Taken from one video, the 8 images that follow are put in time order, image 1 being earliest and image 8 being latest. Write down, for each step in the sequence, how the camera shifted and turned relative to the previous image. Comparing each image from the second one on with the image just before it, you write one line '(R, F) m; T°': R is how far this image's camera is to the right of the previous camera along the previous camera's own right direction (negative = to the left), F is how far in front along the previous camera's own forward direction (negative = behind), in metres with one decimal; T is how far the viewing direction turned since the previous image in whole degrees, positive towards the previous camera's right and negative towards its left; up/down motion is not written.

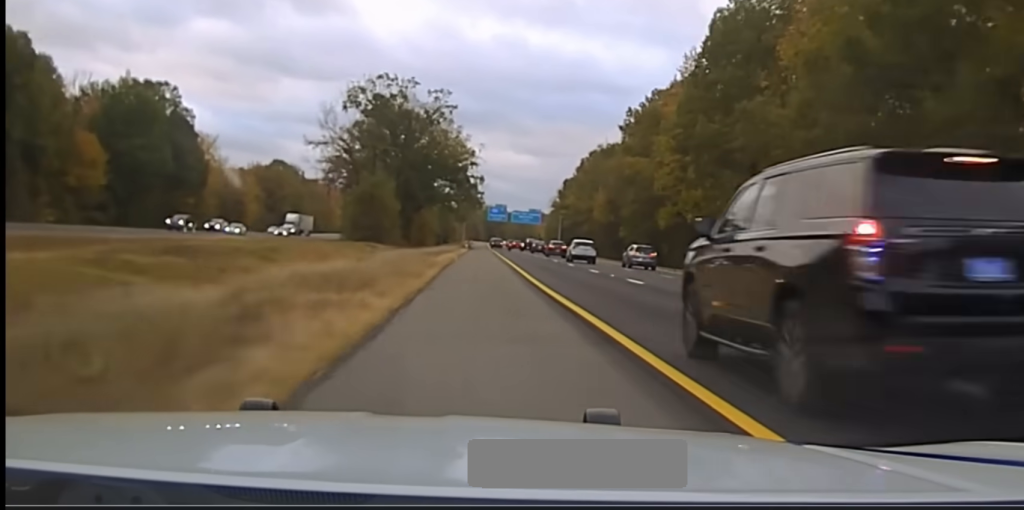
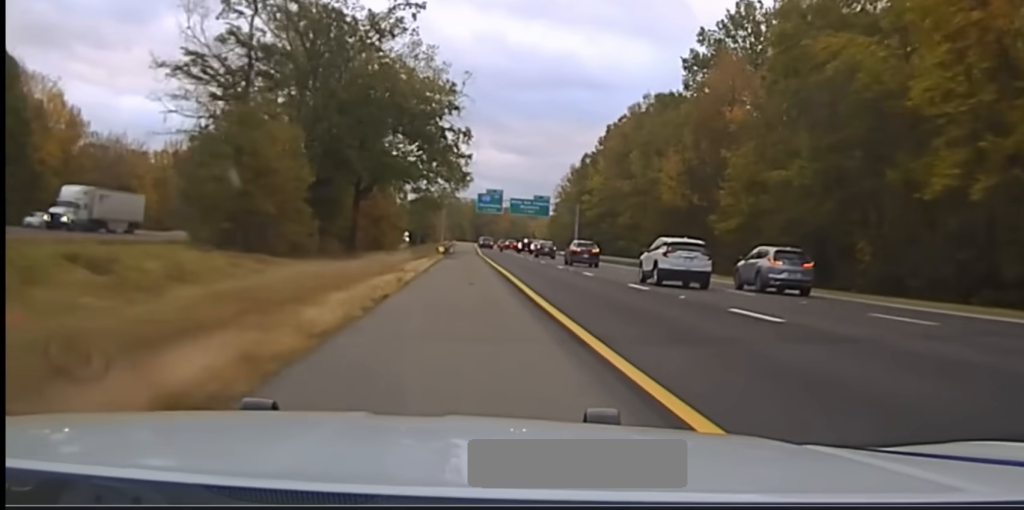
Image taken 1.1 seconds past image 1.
(+0.3, +64.0) m; +1°
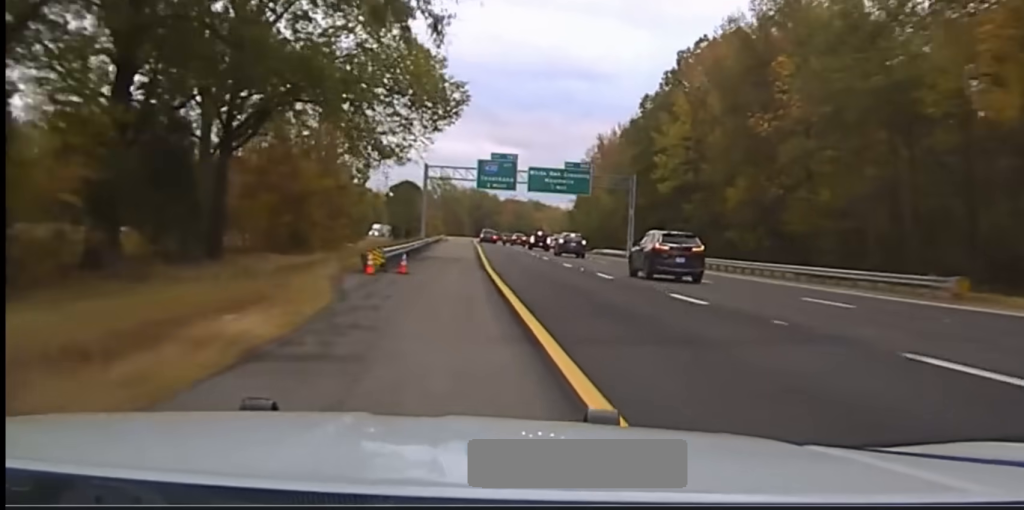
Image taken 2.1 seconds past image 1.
(+0.4, +56.1) m; 0°
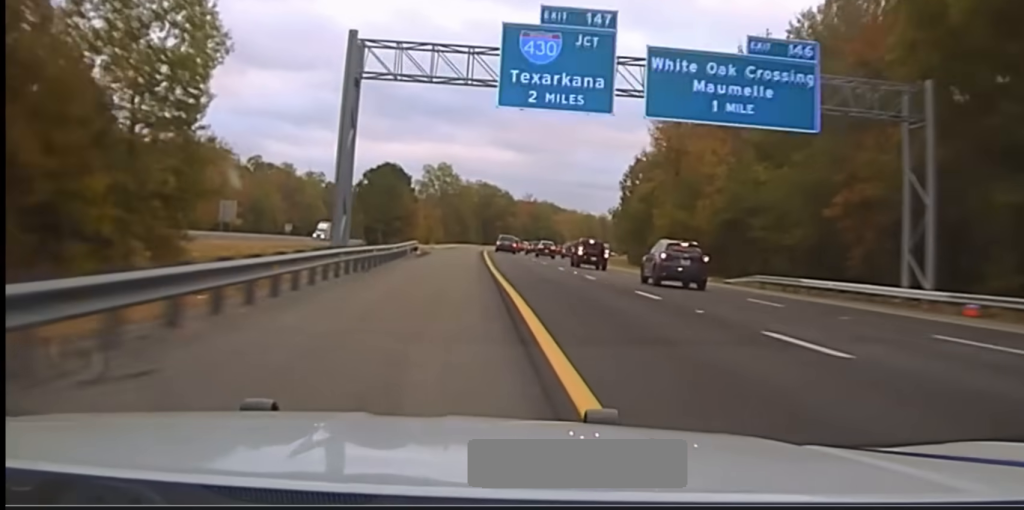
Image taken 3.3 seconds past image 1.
(-0.7, +65.5) m; -1°
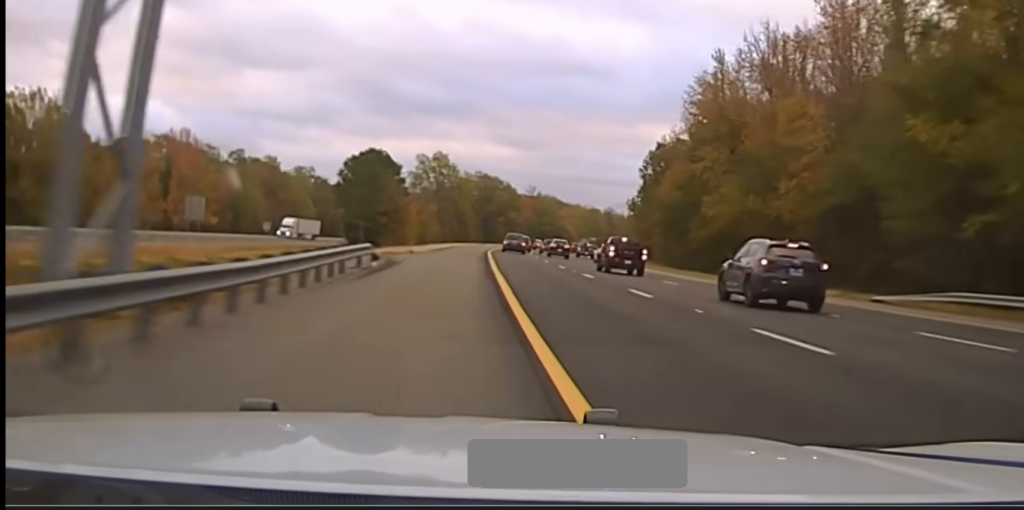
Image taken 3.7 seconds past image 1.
(-0.3, +22.9) m; 0°
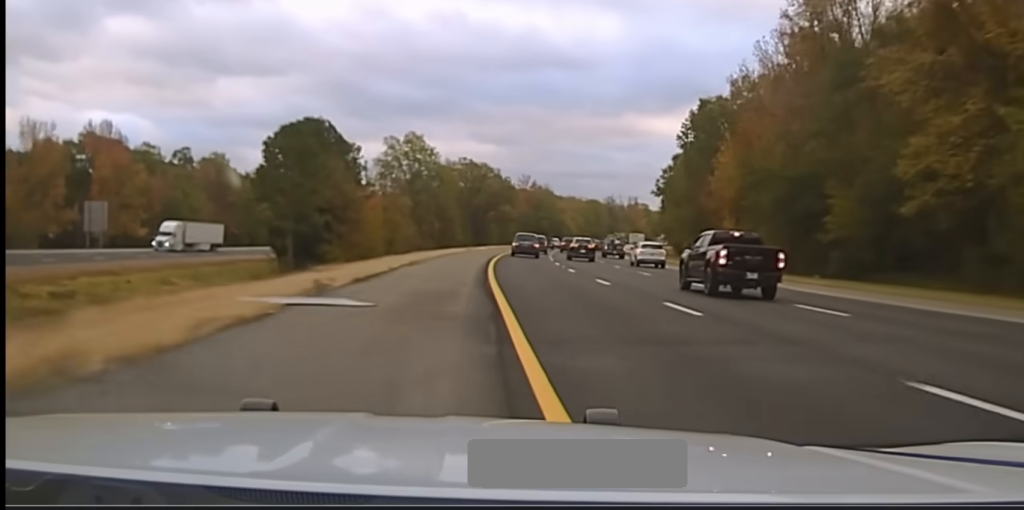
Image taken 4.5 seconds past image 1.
(+0.5, +41.0) m; +2°
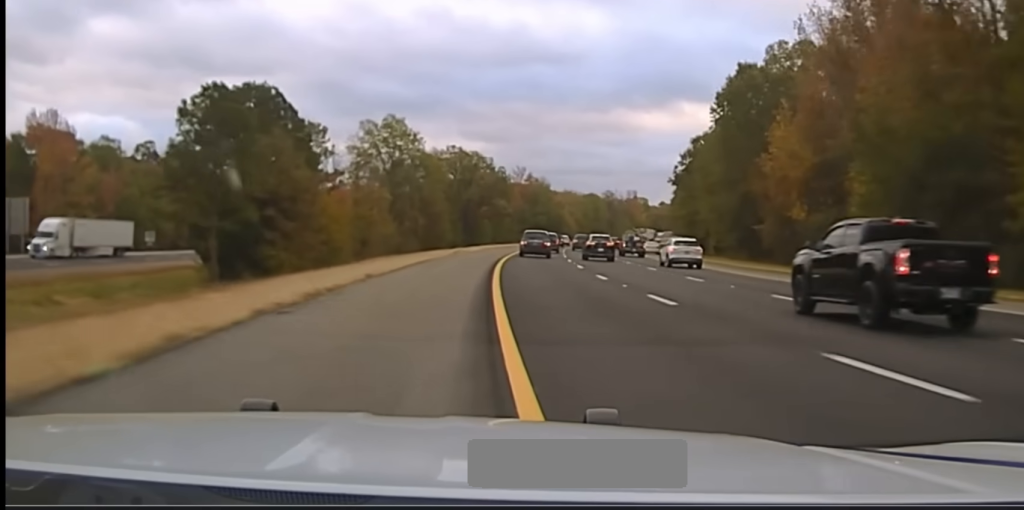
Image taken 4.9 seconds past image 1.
(0.0, +20.4) m; +1°
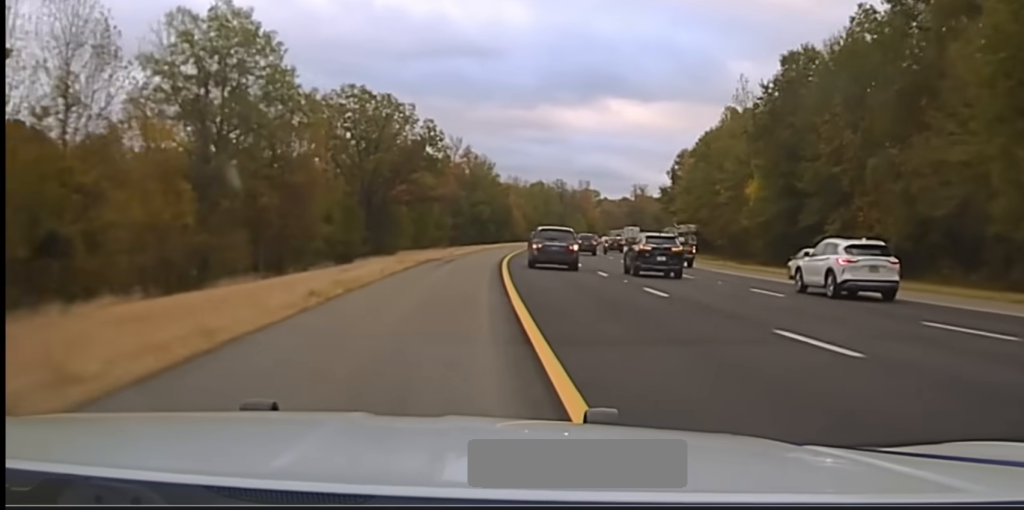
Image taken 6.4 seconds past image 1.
(+2.6, +64.6) m; +4°
